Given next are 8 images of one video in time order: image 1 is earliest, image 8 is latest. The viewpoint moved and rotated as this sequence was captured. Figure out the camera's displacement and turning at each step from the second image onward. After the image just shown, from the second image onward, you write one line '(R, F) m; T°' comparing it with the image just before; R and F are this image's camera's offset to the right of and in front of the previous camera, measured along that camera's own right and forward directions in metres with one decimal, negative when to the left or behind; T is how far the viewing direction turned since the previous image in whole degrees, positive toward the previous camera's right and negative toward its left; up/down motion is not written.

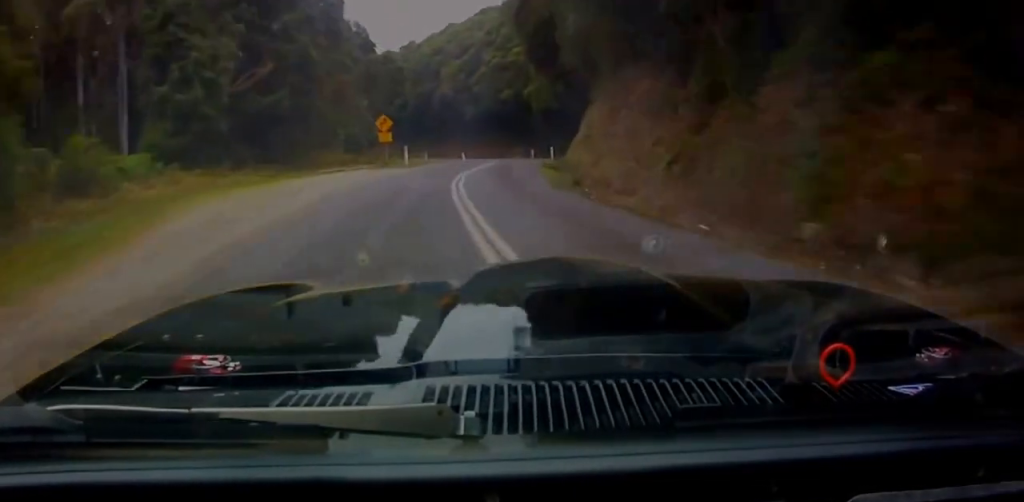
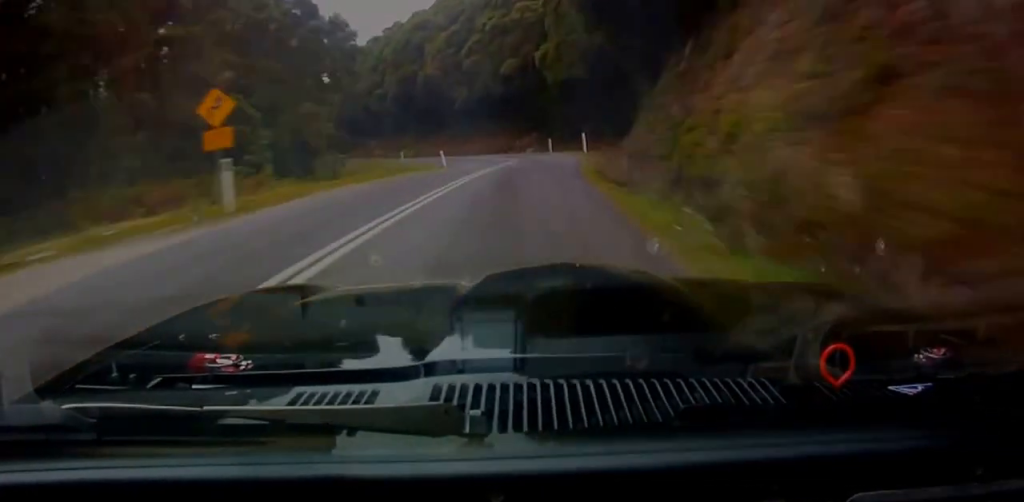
(-3.0, +24.2) m; -13°
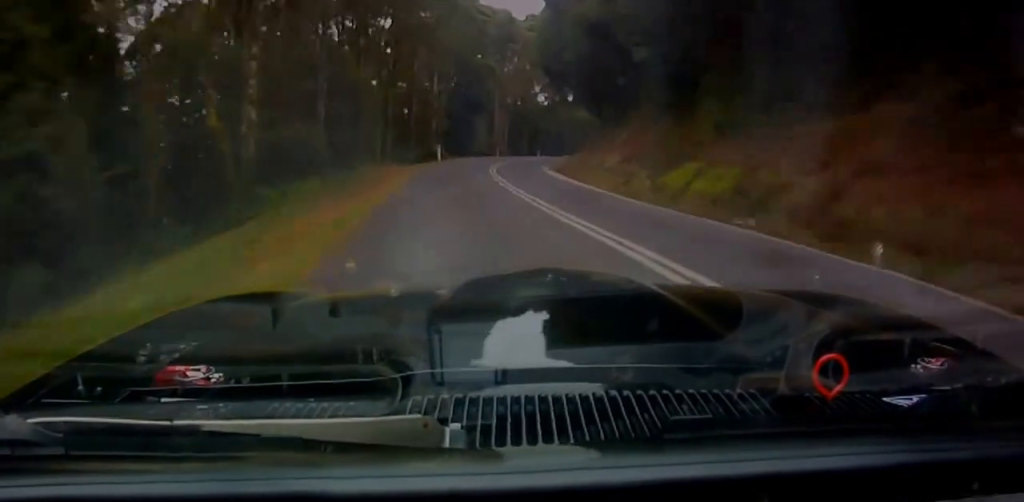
(-9.2, +65.4) m; -12°
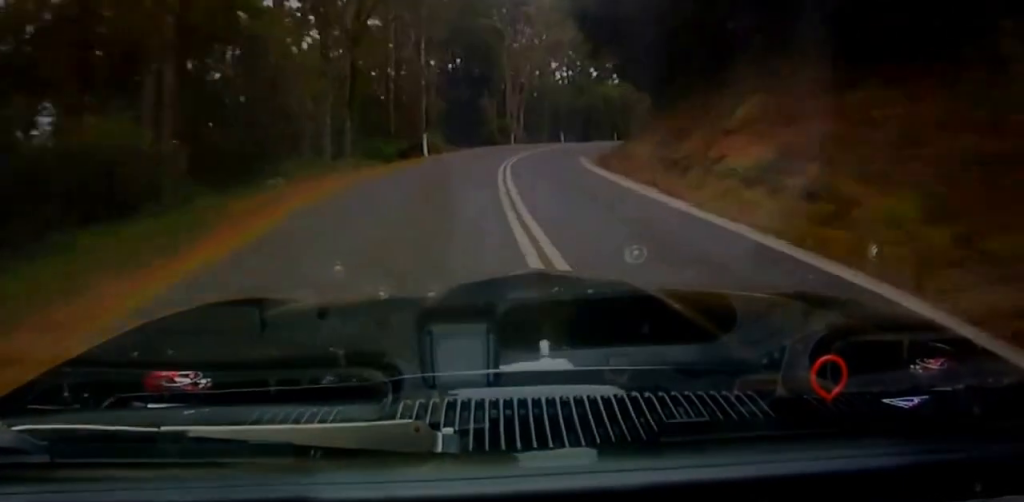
(+0.9, +15.1) m; -4°
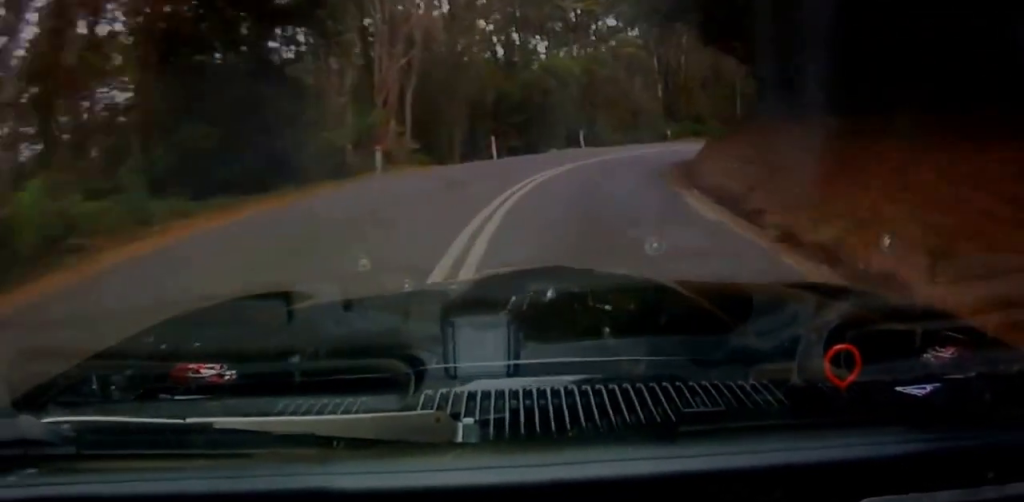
(-4.4, +34.0) m; -6°
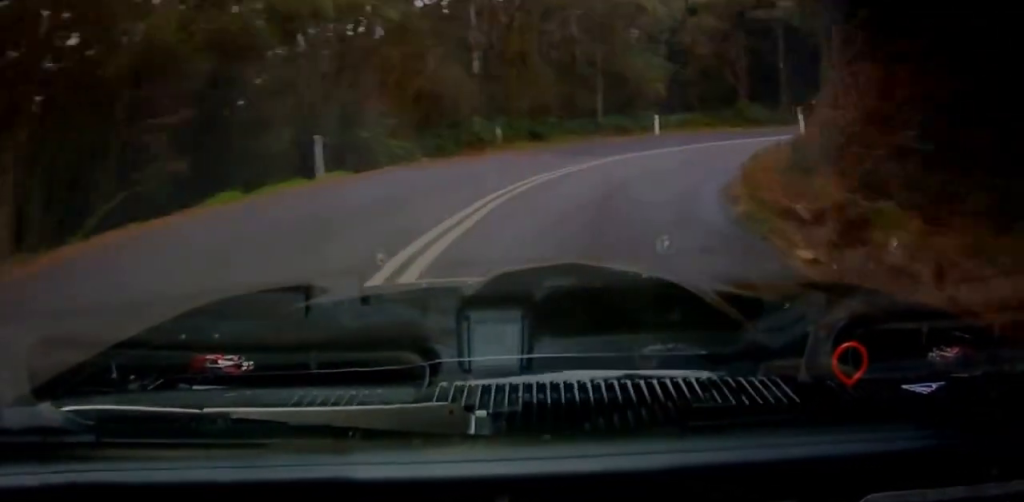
(+0.8, +26.5) m; +5°
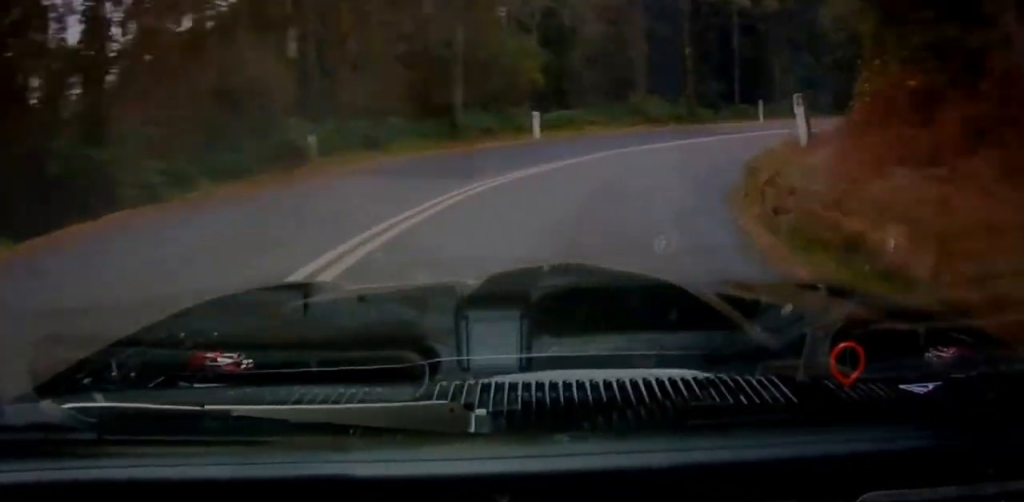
(+0.1, +9.6) m; +3°
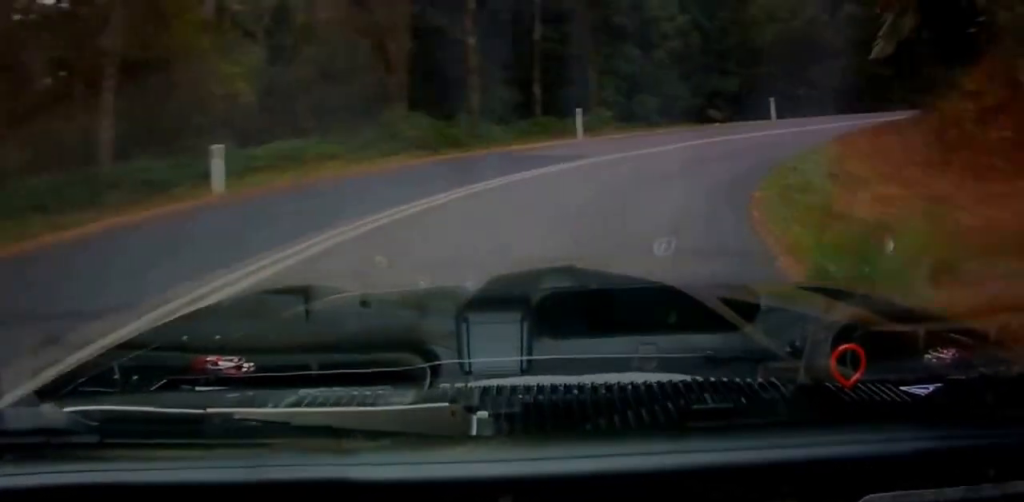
(+0.6, +11.9) m; +4°
